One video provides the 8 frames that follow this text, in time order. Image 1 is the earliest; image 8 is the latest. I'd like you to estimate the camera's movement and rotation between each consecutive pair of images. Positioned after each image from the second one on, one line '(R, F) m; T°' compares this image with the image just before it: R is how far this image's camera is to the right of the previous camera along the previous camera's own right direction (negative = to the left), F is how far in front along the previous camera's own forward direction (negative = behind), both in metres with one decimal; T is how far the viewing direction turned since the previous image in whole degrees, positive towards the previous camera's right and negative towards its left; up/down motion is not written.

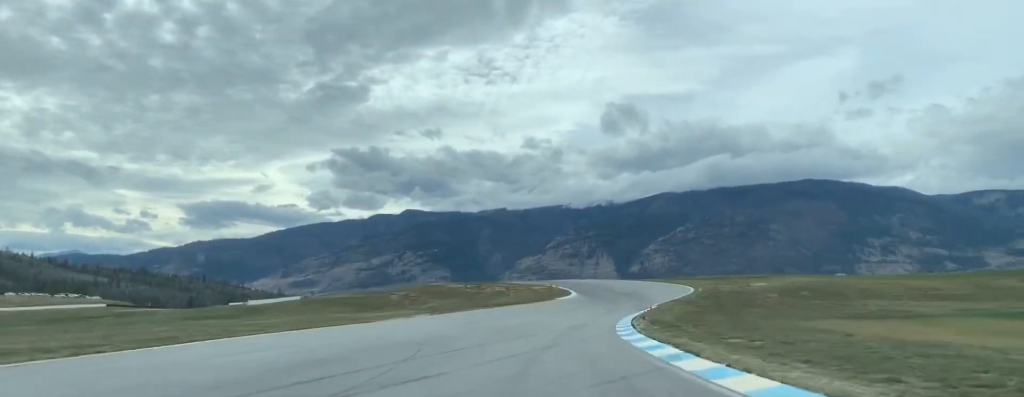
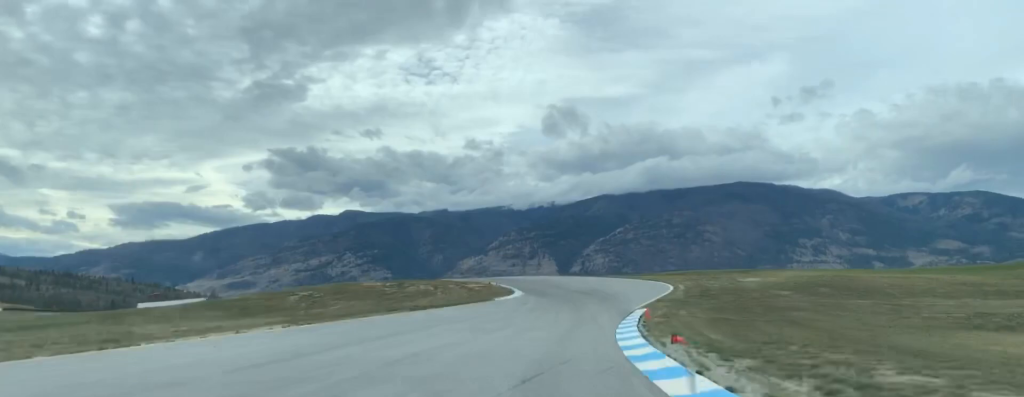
(+0.2, +19.1) m; +2°
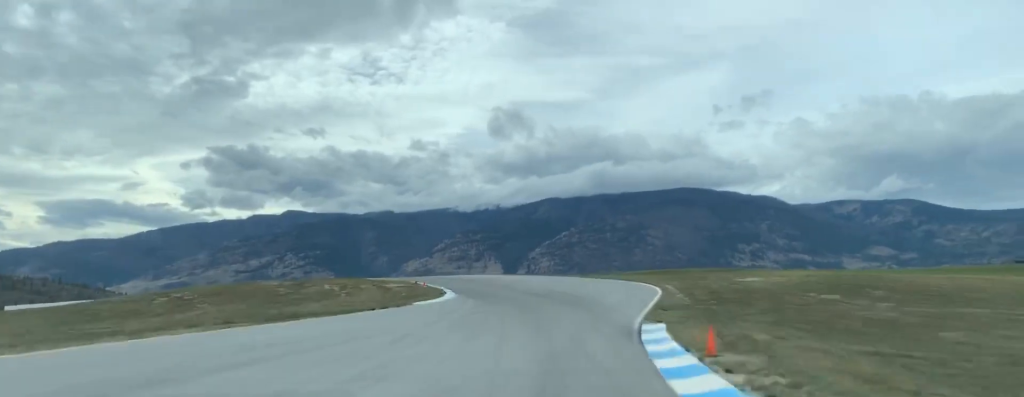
(0.0, +17.0) m; +1°
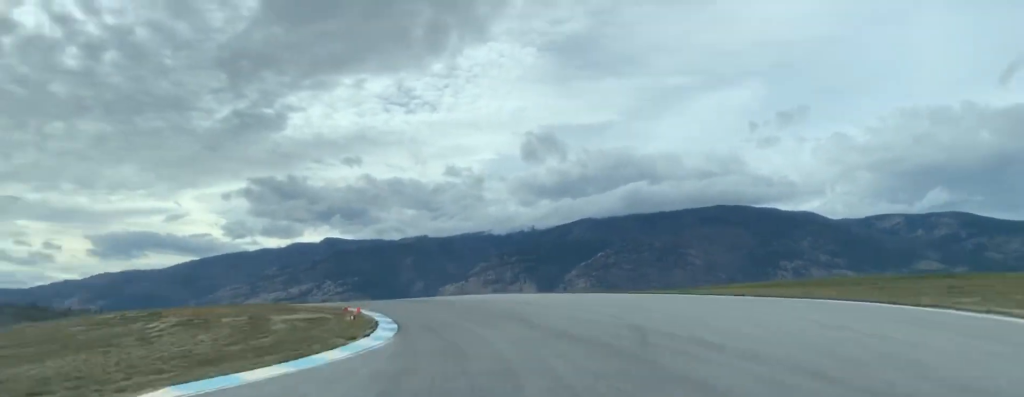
(+1.1, +29.9) m; -2°
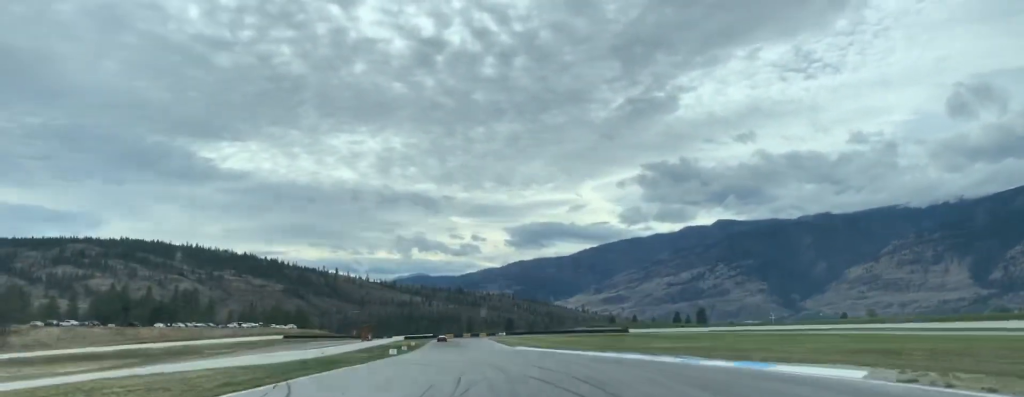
(-14.4, +60.6) m; -26°
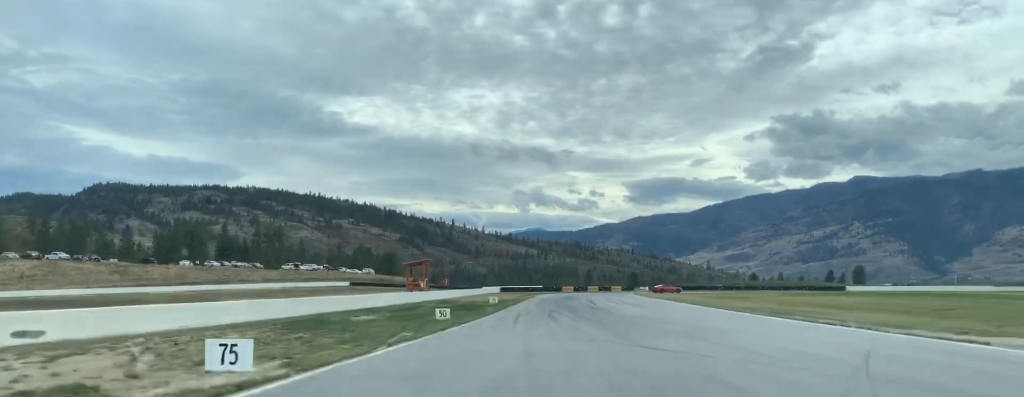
(-8.0, +75.5) m; -7°
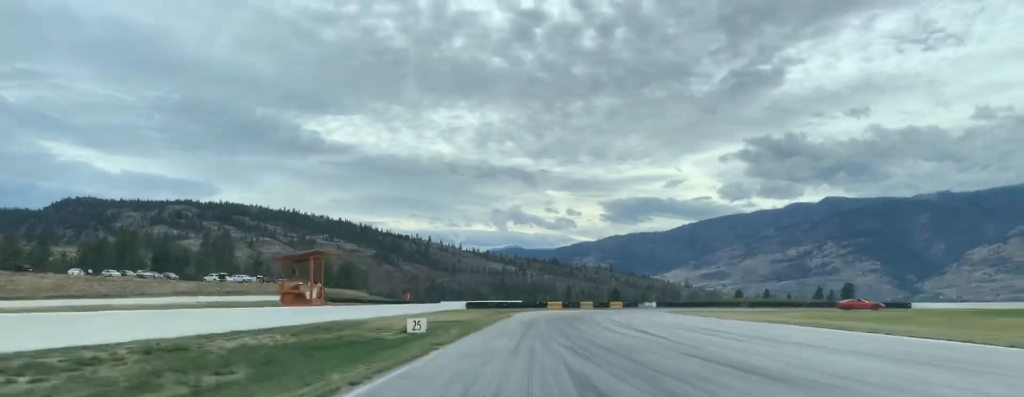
(-0.3, +33.6) m; 0°
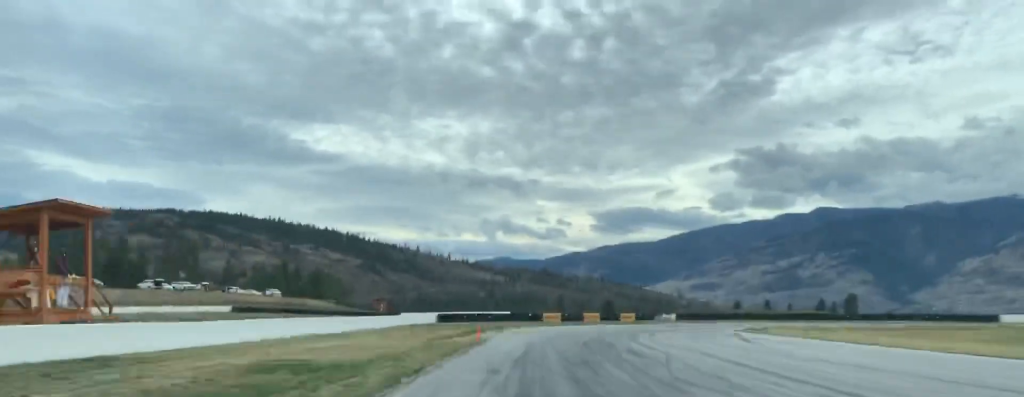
(+0.2, +24.6) m; +1°
